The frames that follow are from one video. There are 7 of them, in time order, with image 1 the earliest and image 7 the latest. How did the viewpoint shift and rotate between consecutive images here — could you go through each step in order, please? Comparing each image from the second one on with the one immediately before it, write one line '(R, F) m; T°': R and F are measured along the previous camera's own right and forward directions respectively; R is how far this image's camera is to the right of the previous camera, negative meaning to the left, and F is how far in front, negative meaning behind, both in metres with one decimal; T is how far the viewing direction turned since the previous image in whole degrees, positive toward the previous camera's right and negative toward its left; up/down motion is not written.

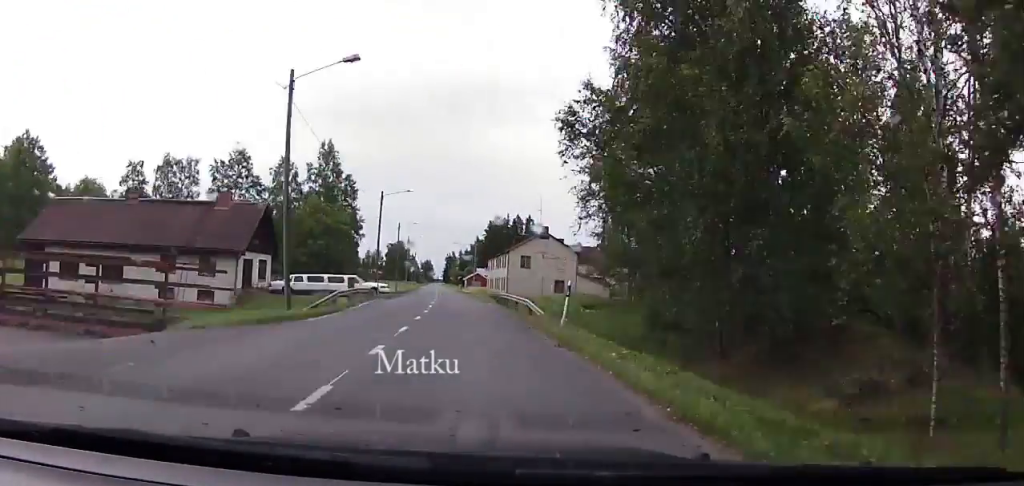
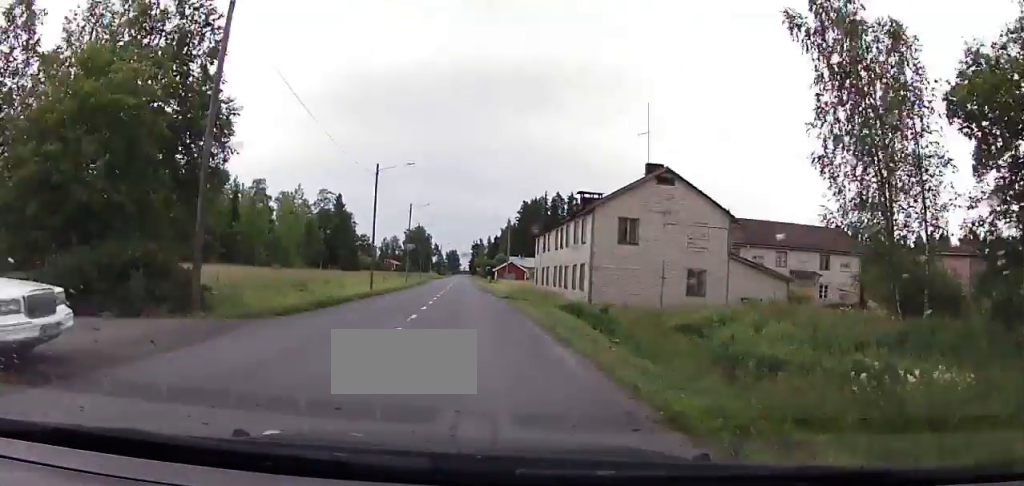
(-1.3, +46.0) m; -3°
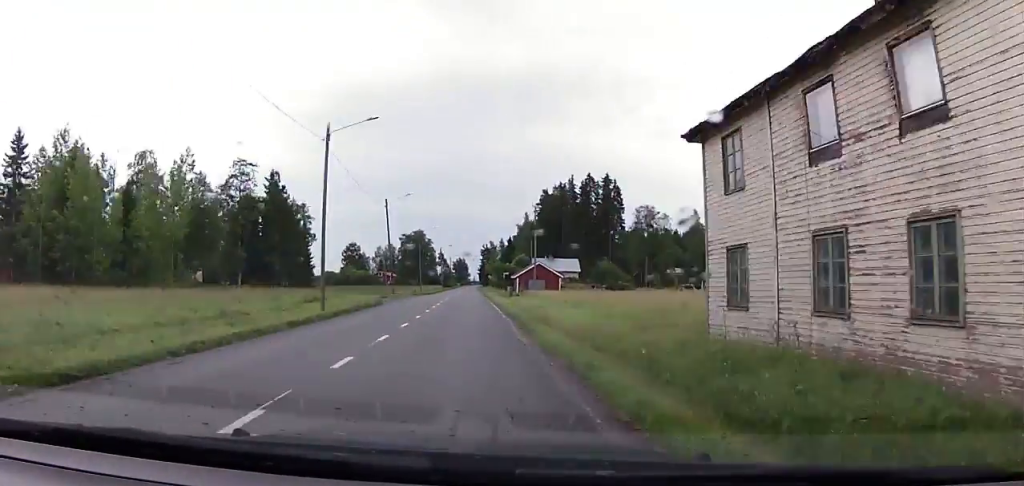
(-1.3, +49.9) m; -1°
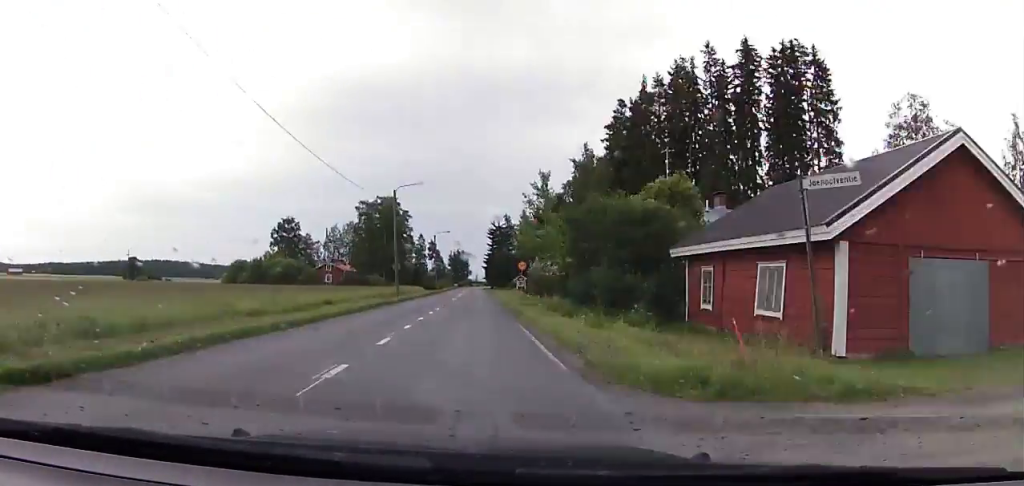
(-1.3, +90.4) m; 0°
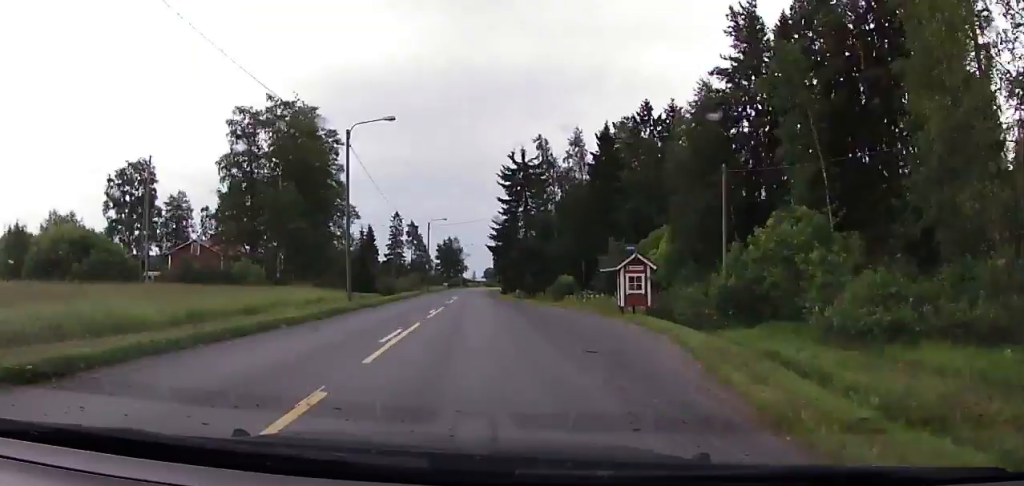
(+0.9, +78.4) m; +1°
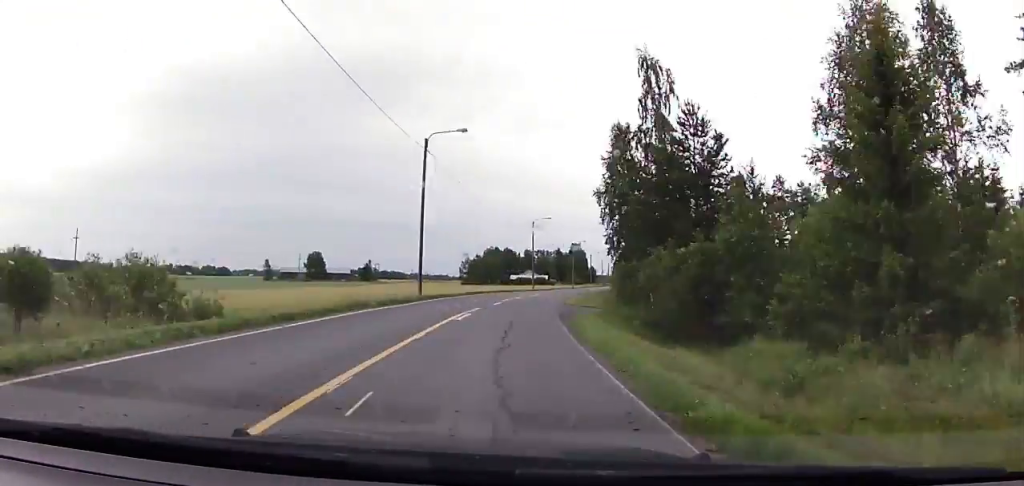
(+22.9, +211.2) m; +17°
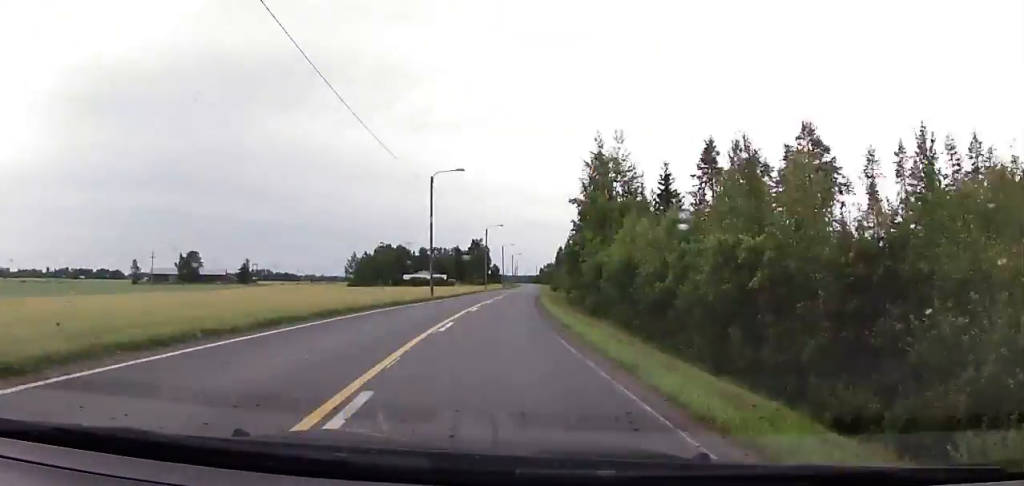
(+0.2, +43.3) m; +5°
